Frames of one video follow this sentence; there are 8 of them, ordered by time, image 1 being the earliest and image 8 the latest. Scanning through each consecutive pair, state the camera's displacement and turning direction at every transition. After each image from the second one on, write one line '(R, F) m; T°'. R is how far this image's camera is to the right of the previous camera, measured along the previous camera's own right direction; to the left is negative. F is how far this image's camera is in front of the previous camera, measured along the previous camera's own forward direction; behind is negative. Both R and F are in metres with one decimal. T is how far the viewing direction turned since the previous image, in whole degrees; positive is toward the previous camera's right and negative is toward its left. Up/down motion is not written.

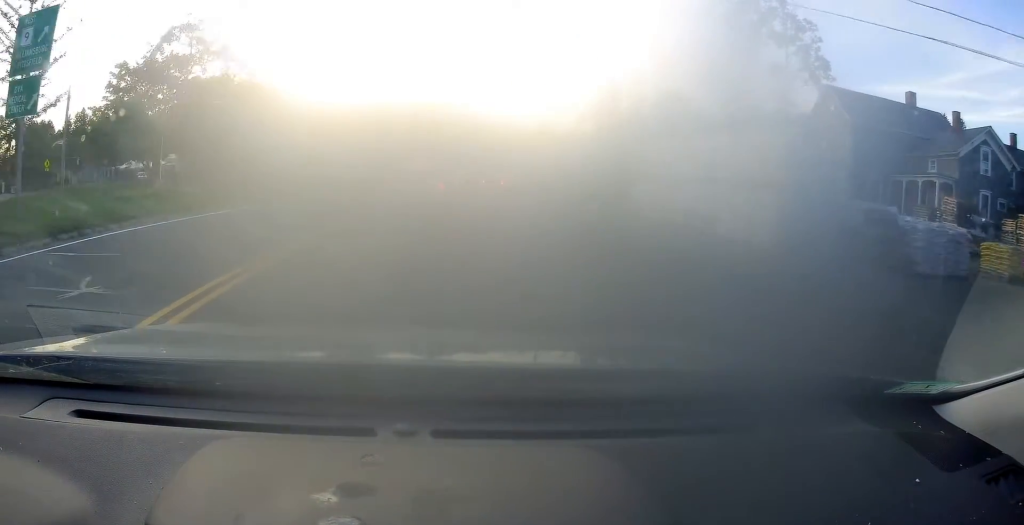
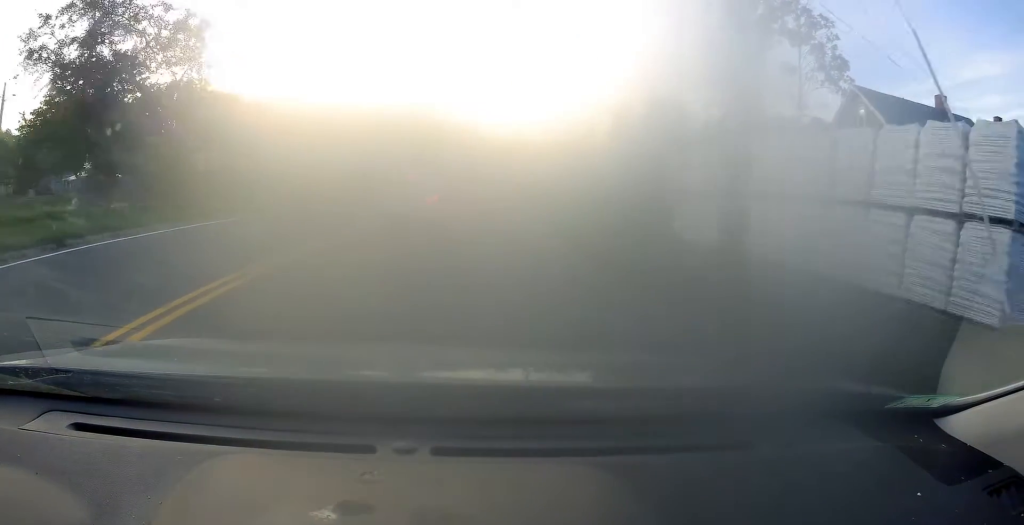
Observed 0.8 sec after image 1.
(+0.2, +5.8) m; +1°
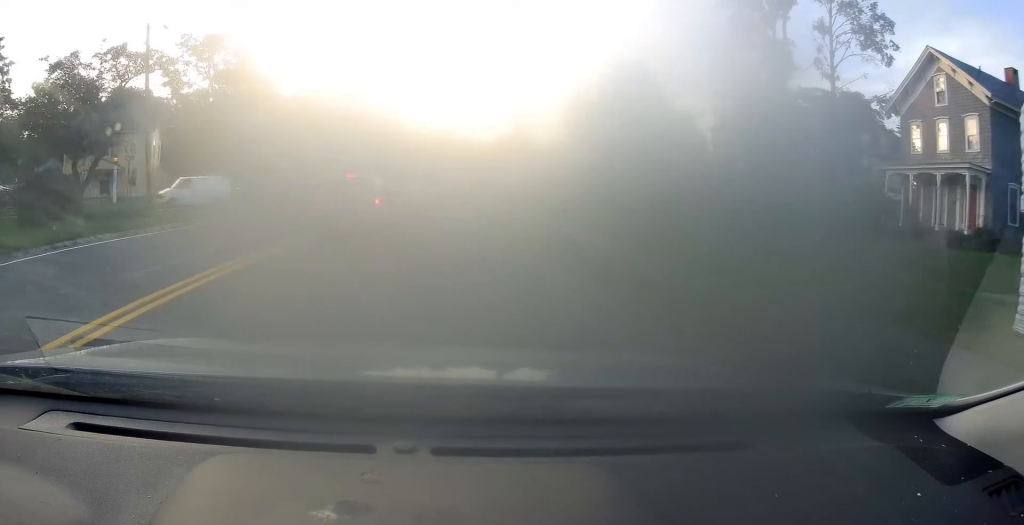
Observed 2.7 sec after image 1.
(+0.6, +11.3) m; +7°
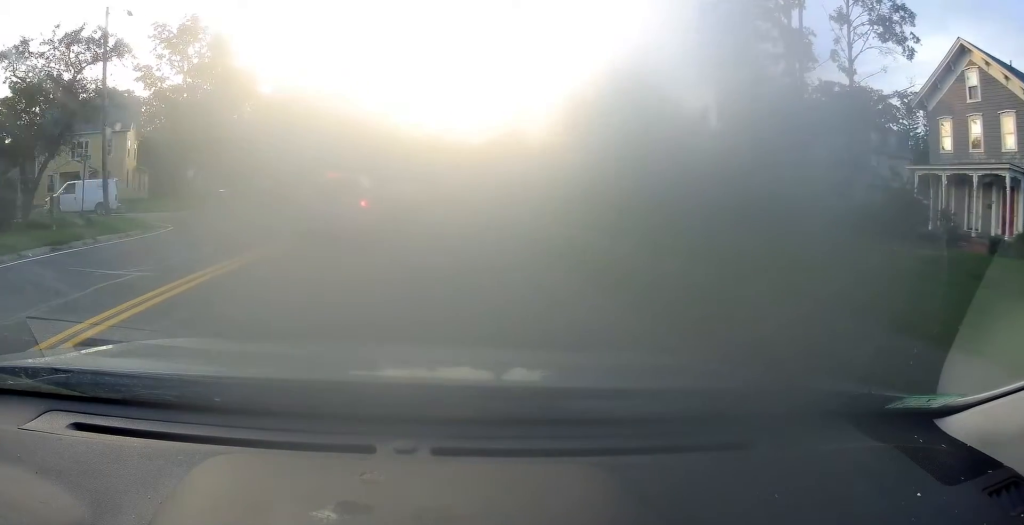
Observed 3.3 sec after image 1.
(-0.2, +2.8) m; +5°
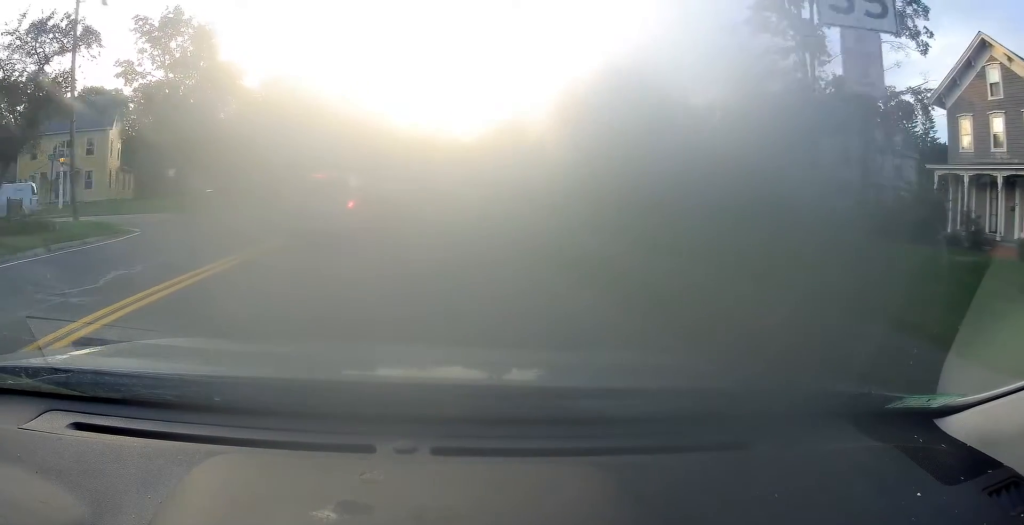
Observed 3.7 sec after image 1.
(-0.1, +2.0) m; +3°
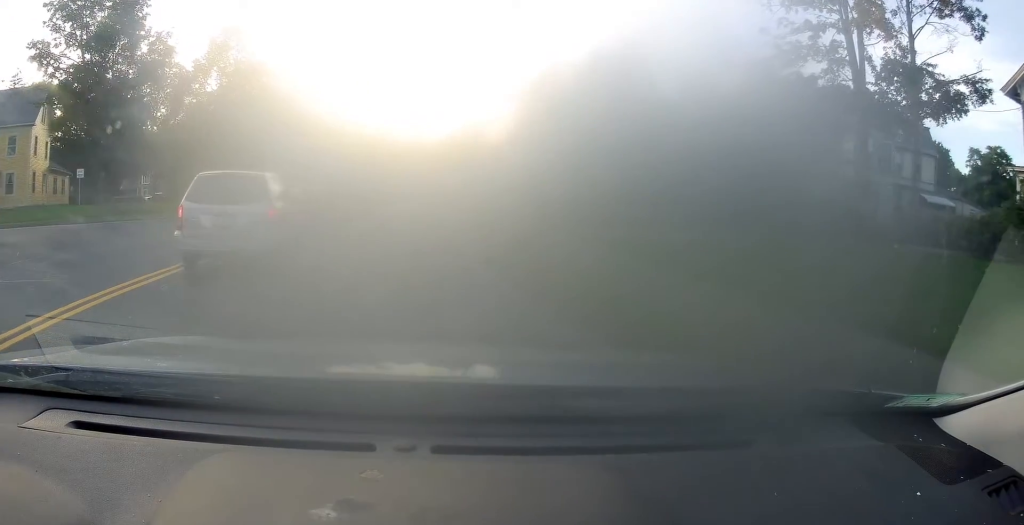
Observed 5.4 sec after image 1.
(+0.3, +8.5) m; +2°
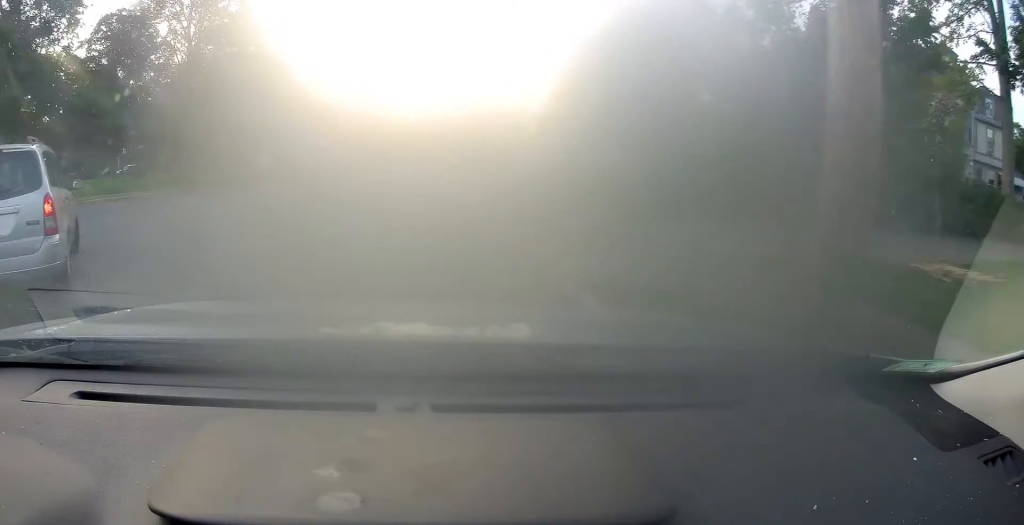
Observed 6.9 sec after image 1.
(+0.1, +11.5) m; -4°
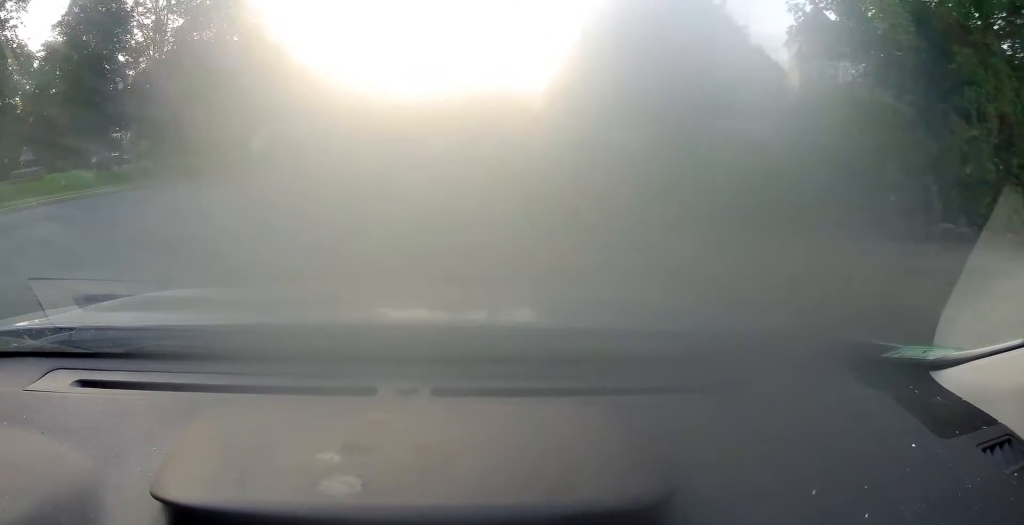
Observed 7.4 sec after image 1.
(-0.5, +4.8) m; -1°
